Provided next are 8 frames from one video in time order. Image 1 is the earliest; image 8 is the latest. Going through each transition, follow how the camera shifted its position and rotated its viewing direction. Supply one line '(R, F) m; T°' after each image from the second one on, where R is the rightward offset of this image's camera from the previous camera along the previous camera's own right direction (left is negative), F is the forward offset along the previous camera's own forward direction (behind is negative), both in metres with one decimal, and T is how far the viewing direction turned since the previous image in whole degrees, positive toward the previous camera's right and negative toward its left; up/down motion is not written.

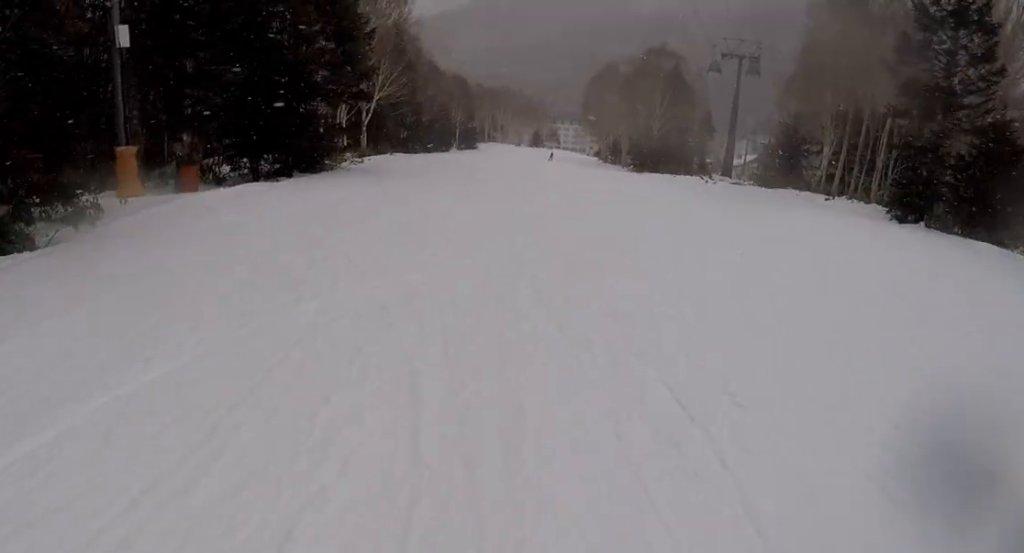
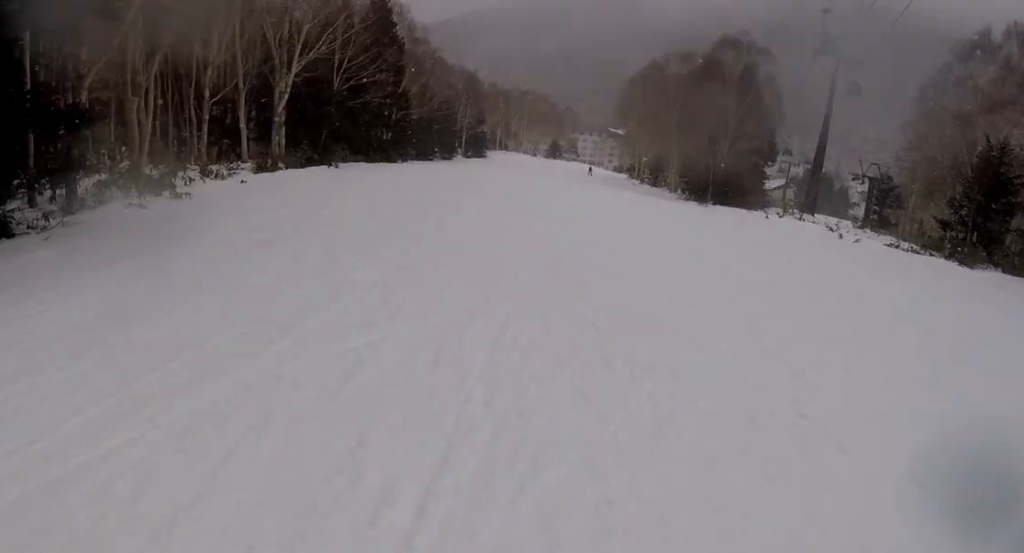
(+0.9, +21.7) m; -4°
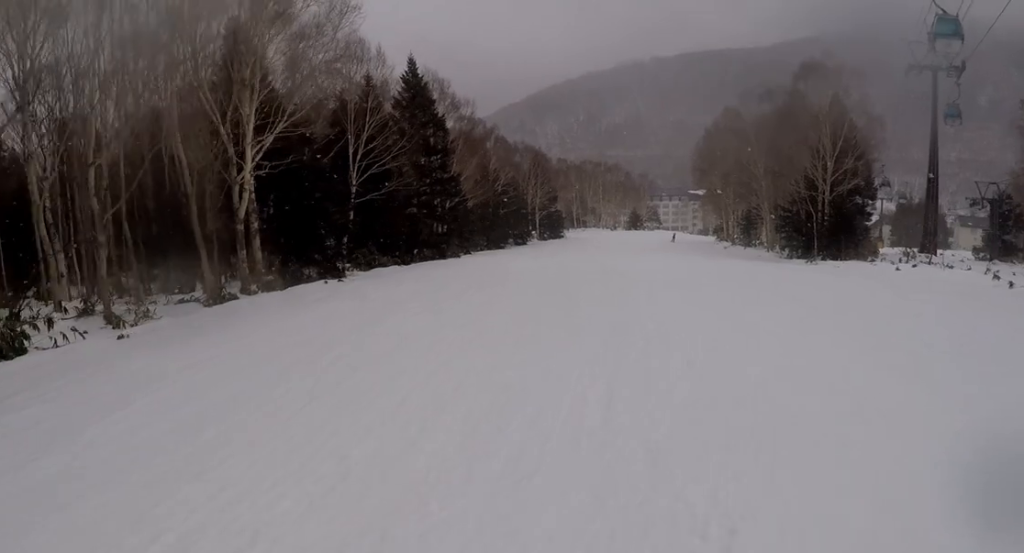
(-0.1, +8.5) m; -1°
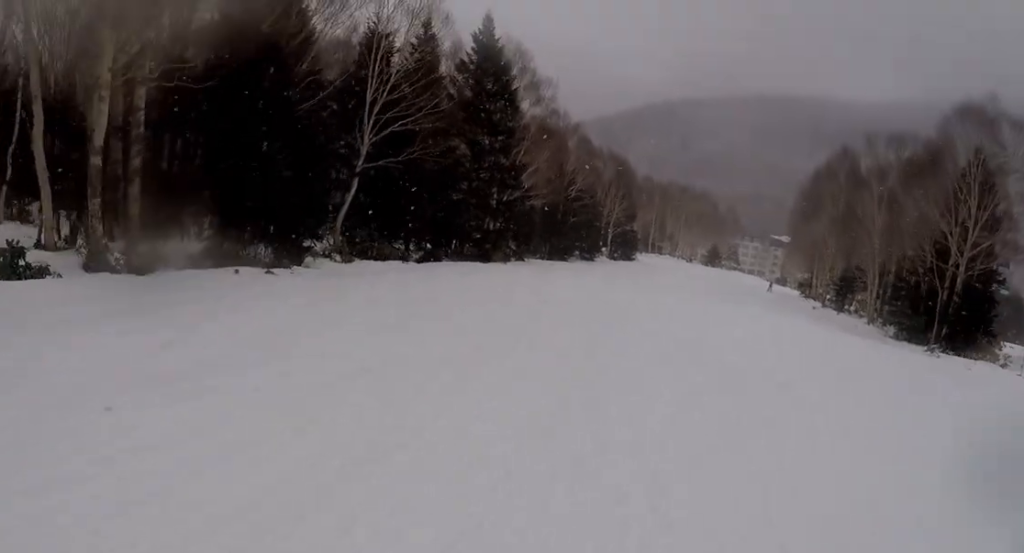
(0.0, +9.5) m; +3°
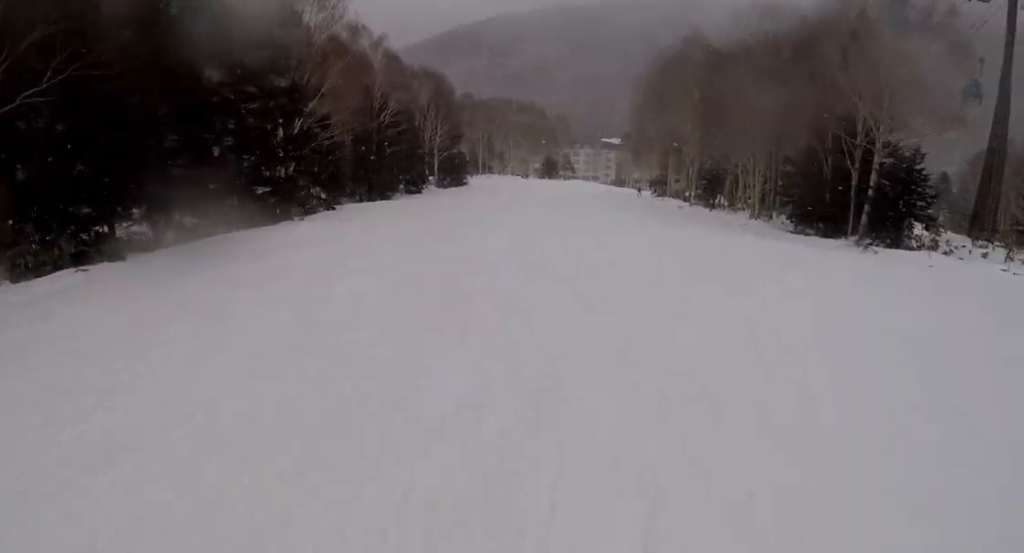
(+0.9, +10.3) m; +6°
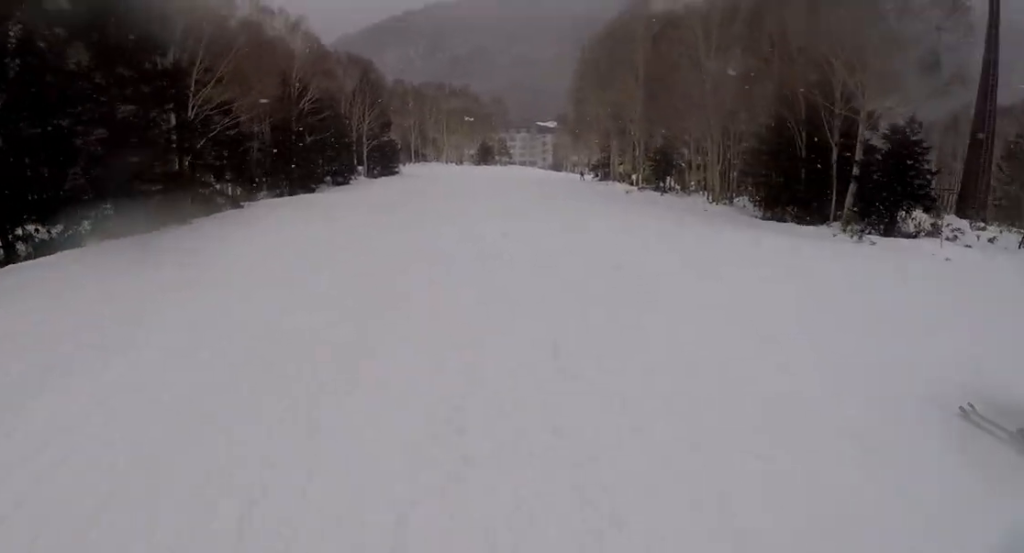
(+0.5, +5.3) m; -1°
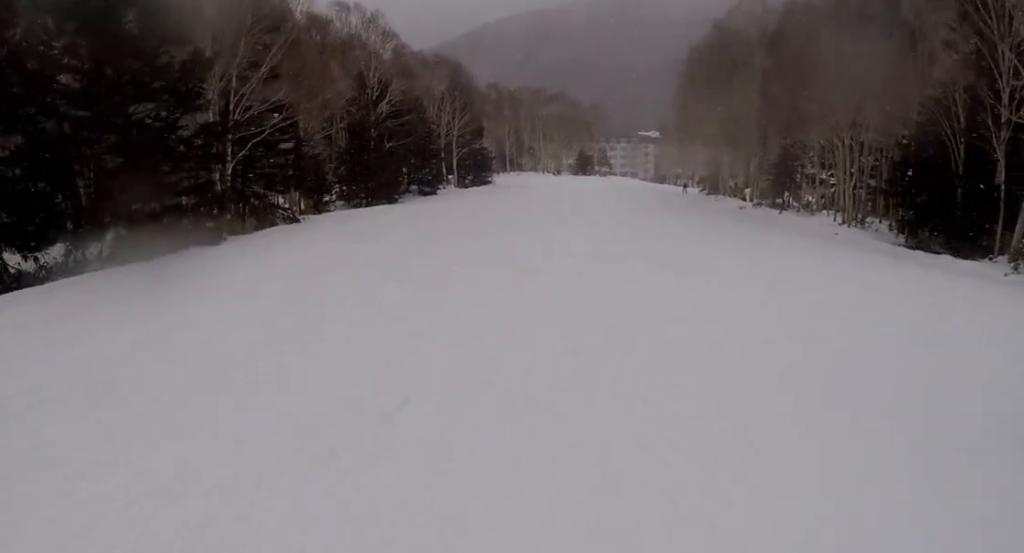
(-0.6, +5.0) m; -5°
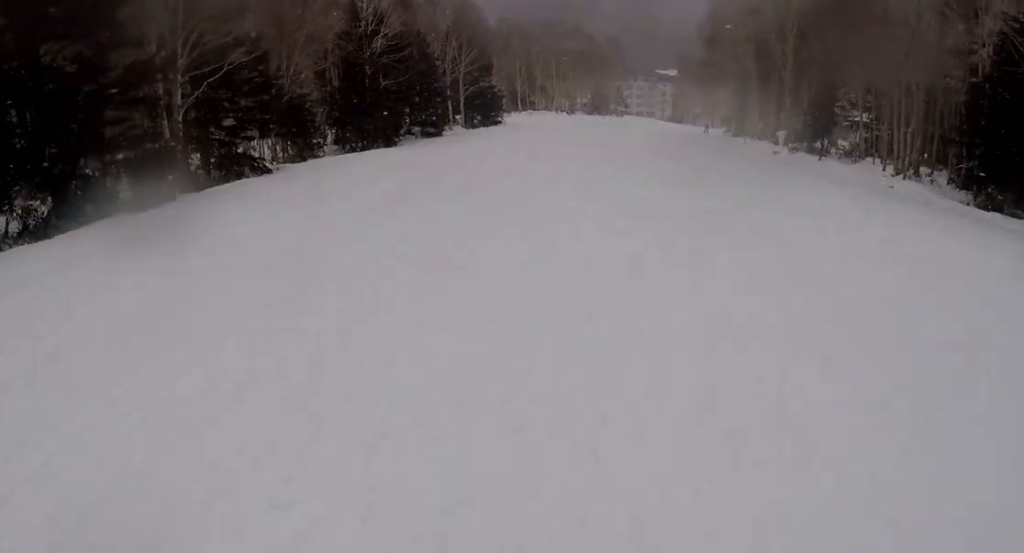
(-0.2, +4.5) m; -3°
